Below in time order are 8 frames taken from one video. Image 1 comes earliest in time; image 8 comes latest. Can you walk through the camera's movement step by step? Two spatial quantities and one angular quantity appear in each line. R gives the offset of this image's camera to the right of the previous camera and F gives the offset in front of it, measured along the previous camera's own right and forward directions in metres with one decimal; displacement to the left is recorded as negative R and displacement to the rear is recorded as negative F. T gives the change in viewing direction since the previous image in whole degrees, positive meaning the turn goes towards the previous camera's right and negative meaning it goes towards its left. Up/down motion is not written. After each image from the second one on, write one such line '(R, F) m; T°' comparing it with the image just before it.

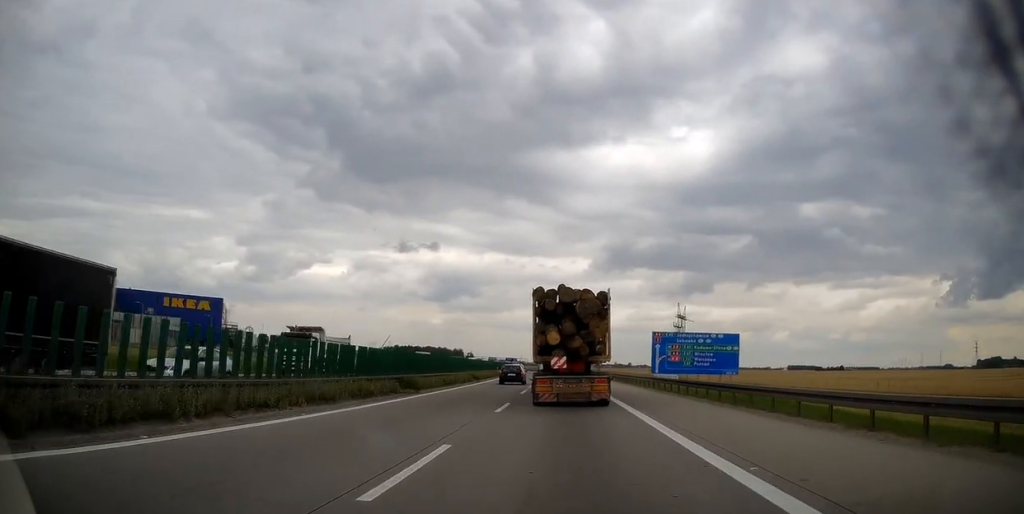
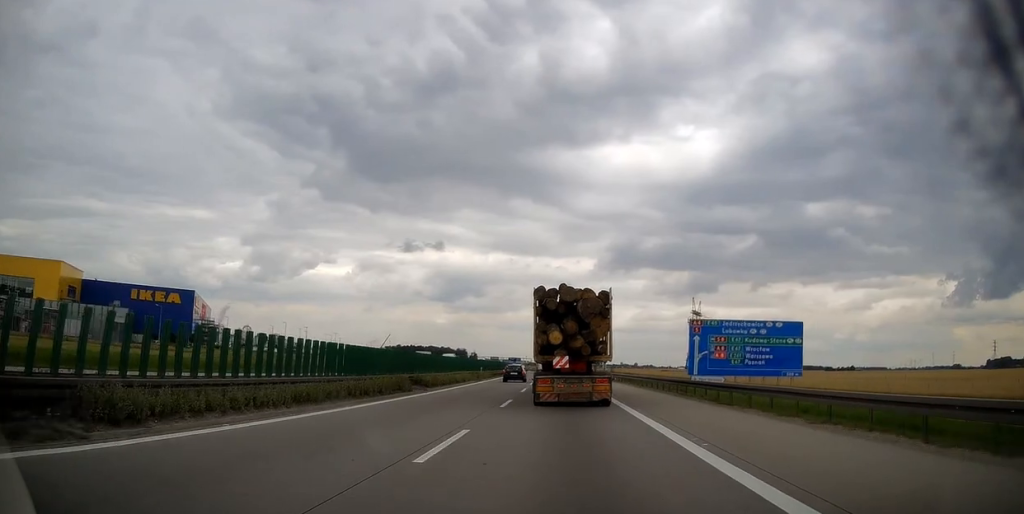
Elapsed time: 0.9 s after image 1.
(-0.3, +22.3) m; -1°
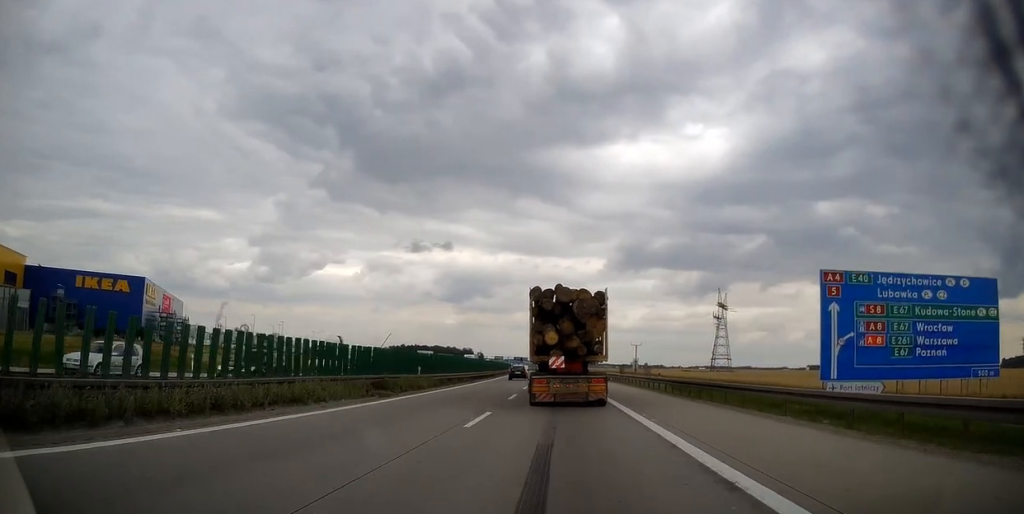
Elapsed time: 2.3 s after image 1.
(-0.1, +31.7) m; 0°
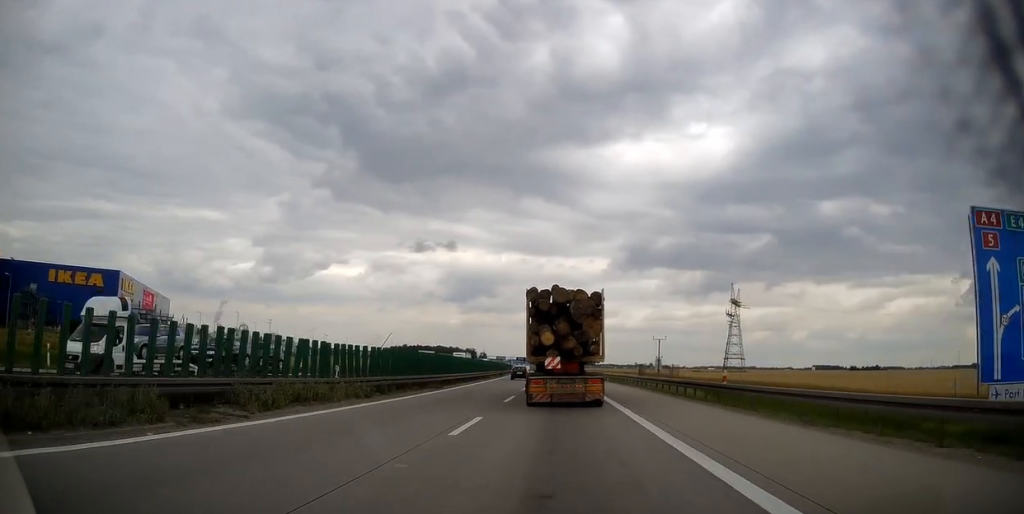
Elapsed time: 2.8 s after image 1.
(+0.1, +13.4) m; -1°
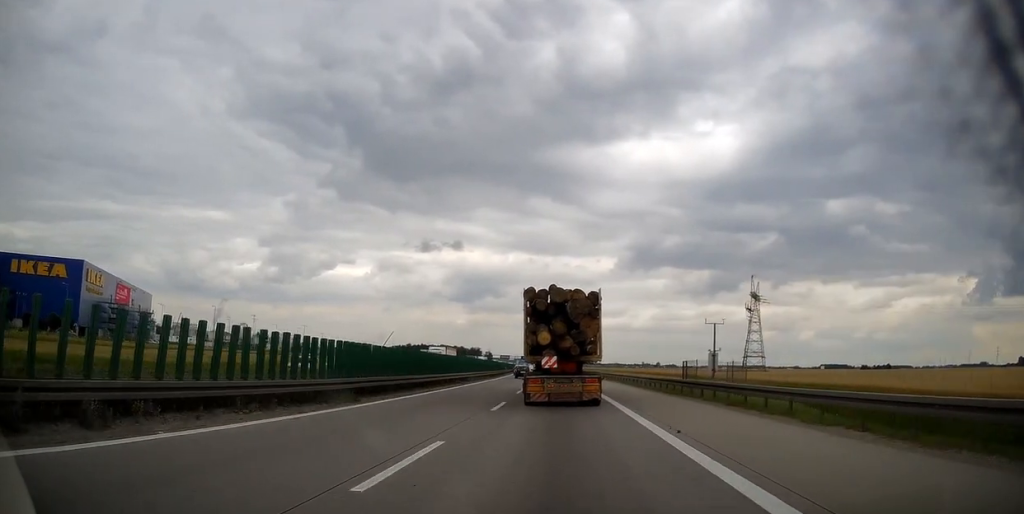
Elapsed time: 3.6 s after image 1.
(-0.3, +17.4) m; -1°
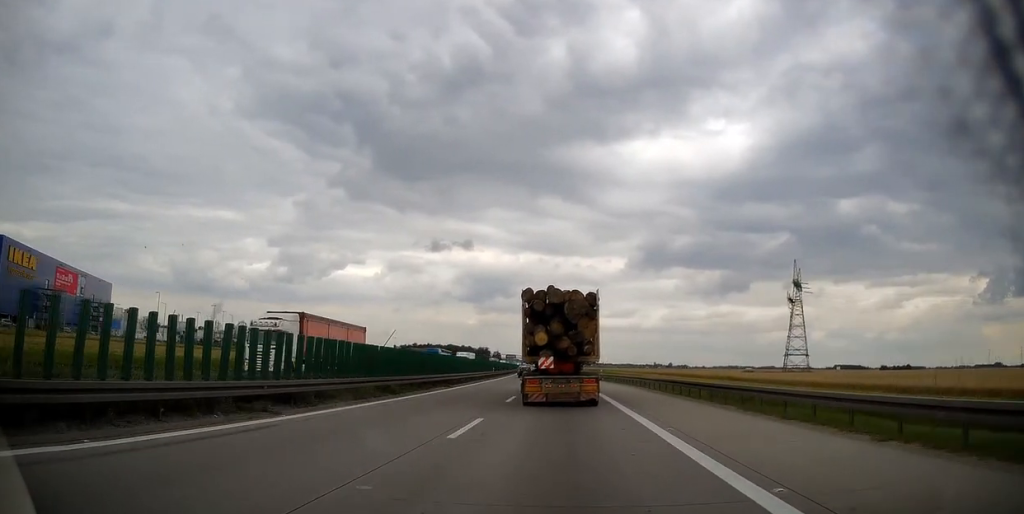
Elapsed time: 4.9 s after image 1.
(-0.2, +31.6) m; 0°
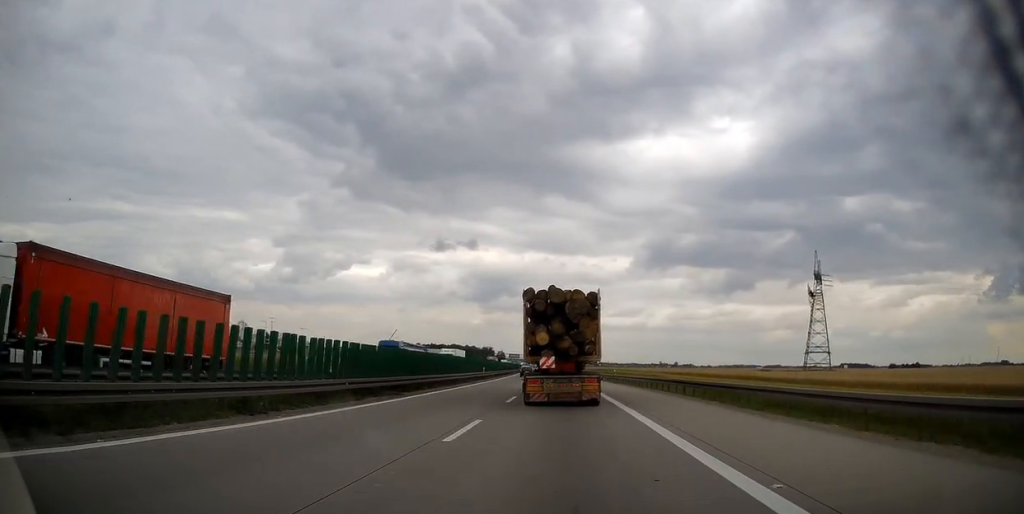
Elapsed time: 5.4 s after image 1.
(0.0, +12.6) m; 0°
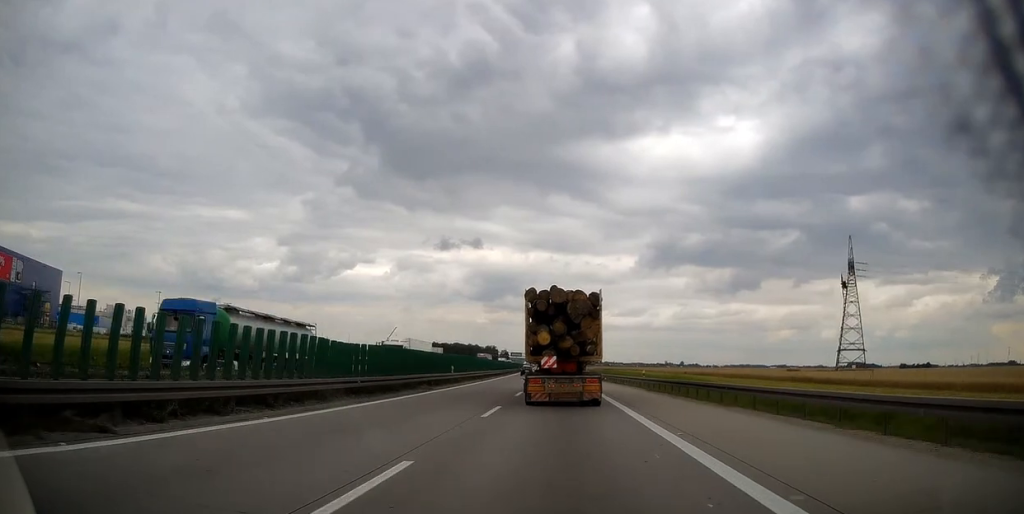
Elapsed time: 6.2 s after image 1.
(0.0, +18.9) m; 0°
